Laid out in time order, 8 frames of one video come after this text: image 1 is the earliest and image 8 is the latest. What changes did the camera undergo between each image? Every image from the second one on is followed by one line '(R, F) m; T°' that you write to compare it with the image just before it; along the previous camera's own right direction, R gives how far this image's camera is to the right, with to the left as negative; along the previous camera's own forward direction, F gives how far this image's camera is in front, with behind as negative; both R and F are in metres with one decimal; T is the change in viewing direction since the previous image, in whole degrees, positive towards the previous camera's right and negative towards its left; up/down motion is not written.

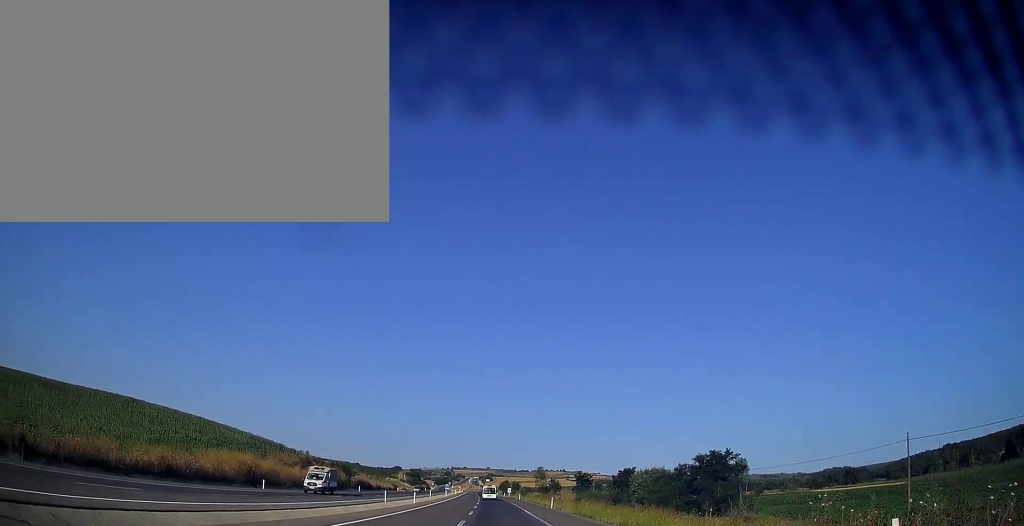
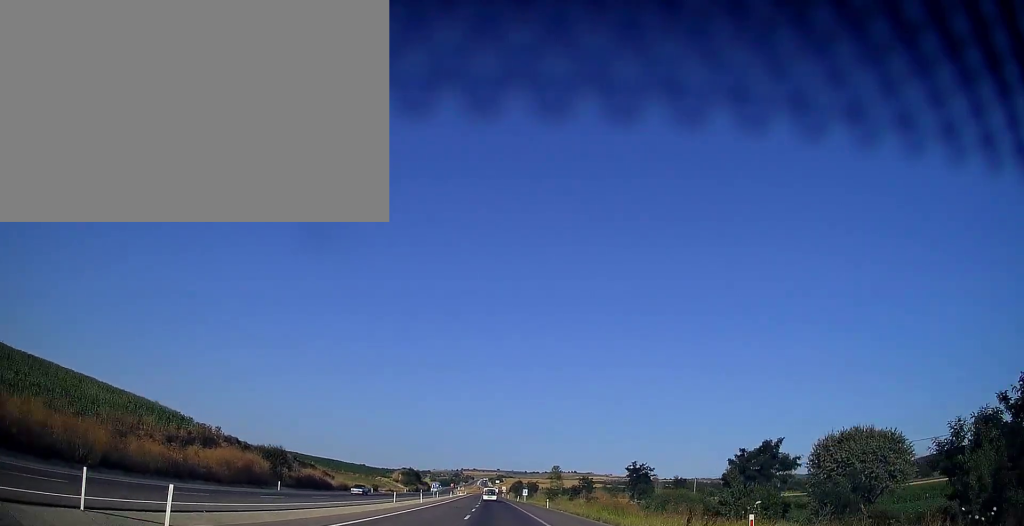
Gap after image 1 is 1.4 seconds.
(-0.4, +41.3) m; -1°
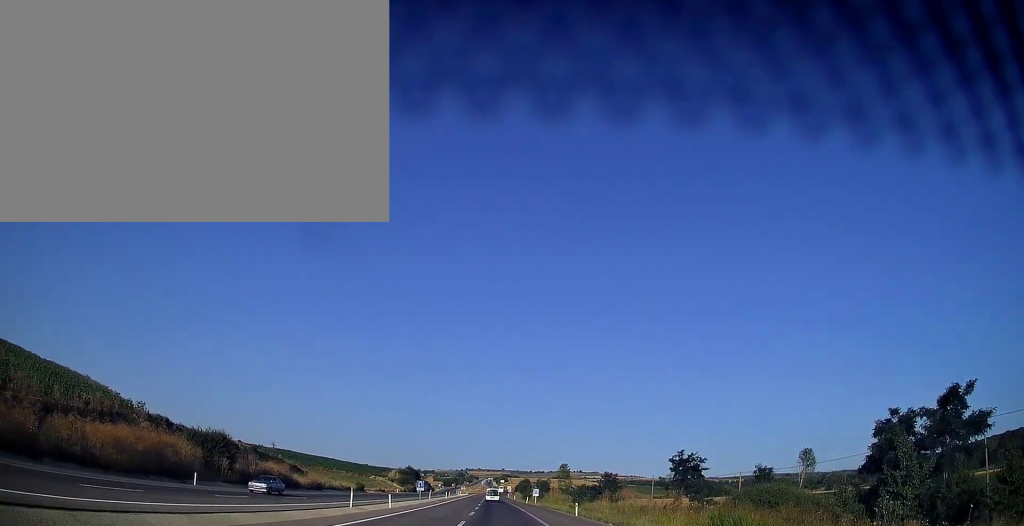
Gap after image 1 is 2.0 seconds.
(0.0, +18.6) m; 0°
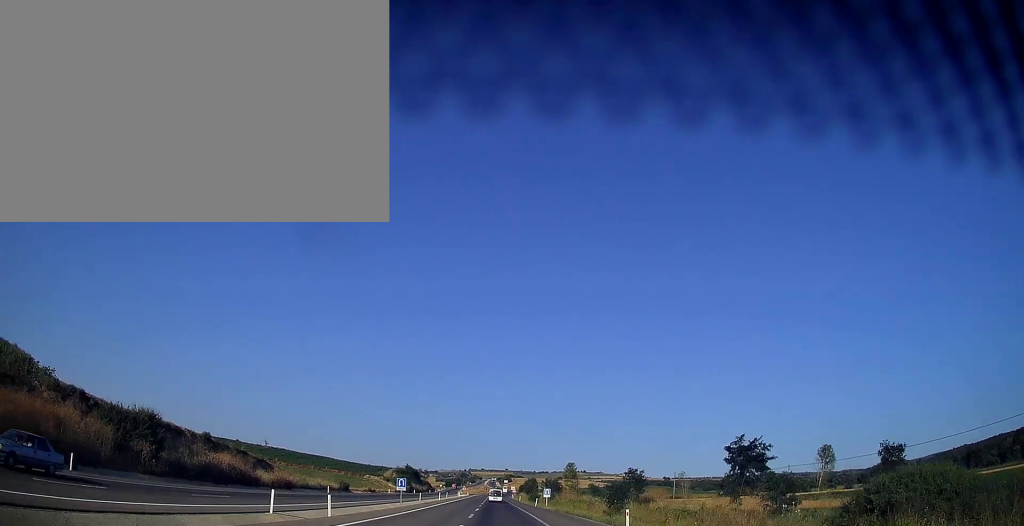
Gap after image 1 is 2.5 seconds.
(+0.1, +13.7) m; 0°
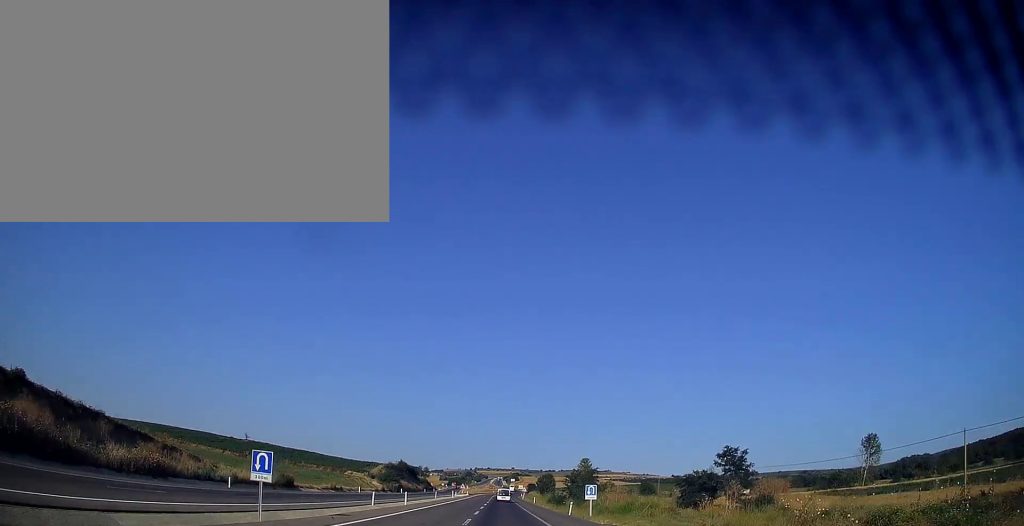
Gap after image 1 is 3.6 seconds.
(-0.4, +32.3) m; 0°
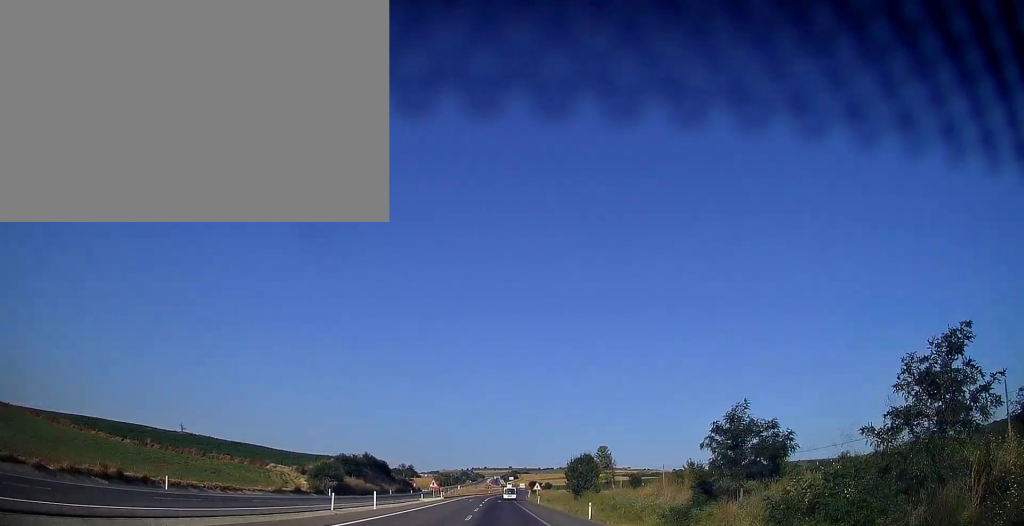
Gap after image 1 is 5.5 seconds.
(0.0, +55.7) m; 0°
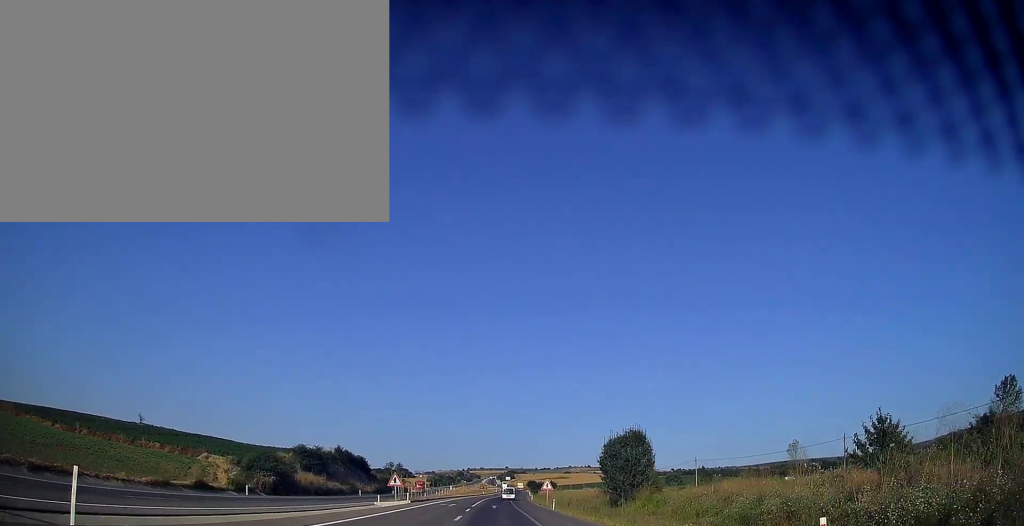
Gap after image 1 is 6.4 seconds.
(+0.1, +25.4) m; +1°
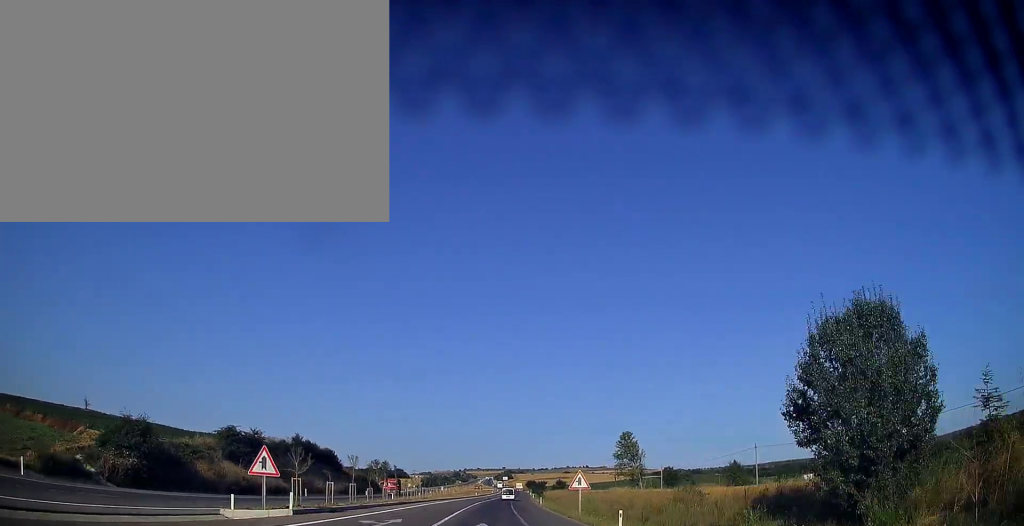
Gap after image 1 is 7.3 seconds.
(+0.2, +27.4) m; 0°
